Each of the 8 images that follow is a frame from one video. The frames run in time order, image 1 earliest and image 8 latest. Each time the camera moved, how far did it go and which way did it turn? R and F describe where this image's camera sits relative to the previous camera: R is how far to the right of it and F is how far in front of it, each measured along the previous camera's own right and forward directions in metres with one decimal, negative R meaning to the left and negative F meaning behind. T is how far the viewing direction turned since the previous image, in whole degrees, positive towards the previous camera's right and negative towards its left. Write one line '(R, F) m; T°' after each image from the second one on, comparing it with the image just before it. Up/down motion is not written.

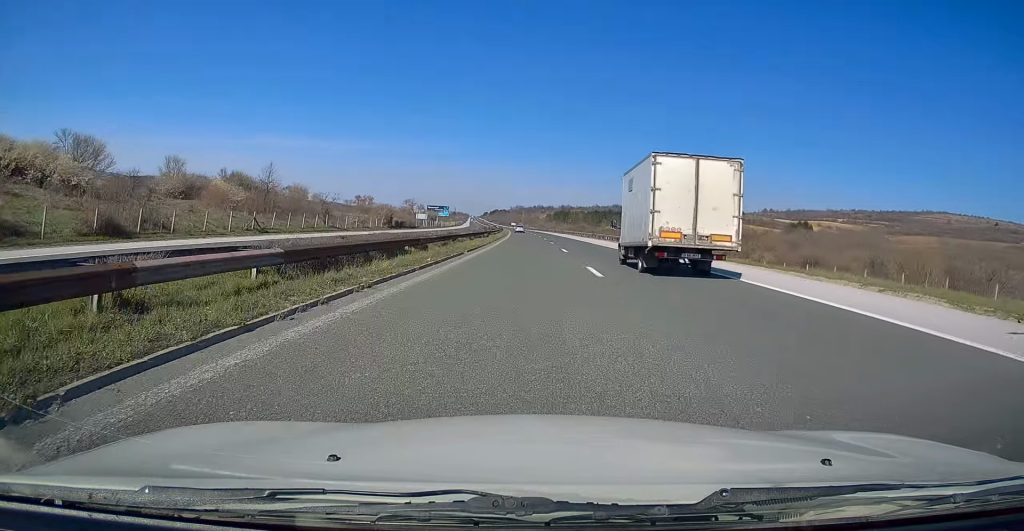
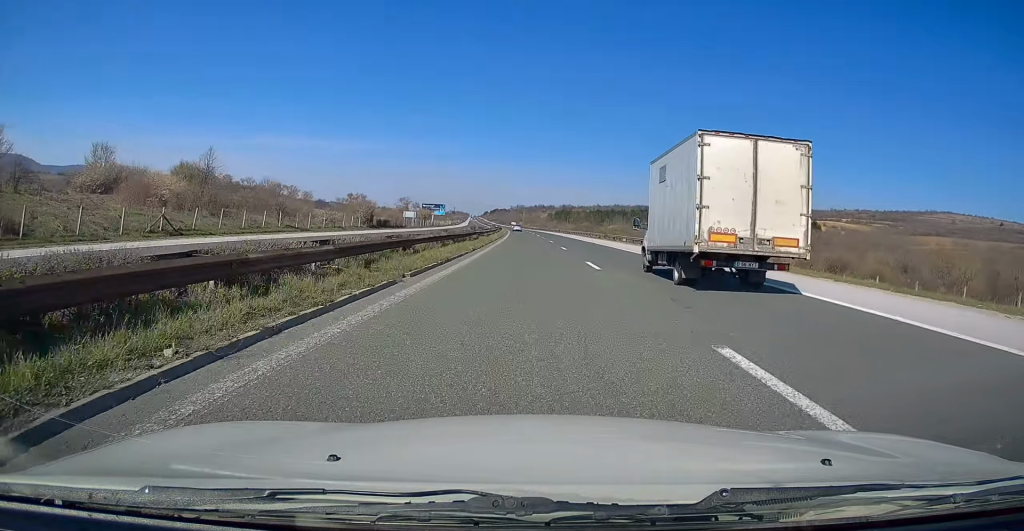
(0.0, +13.3) m; 0°
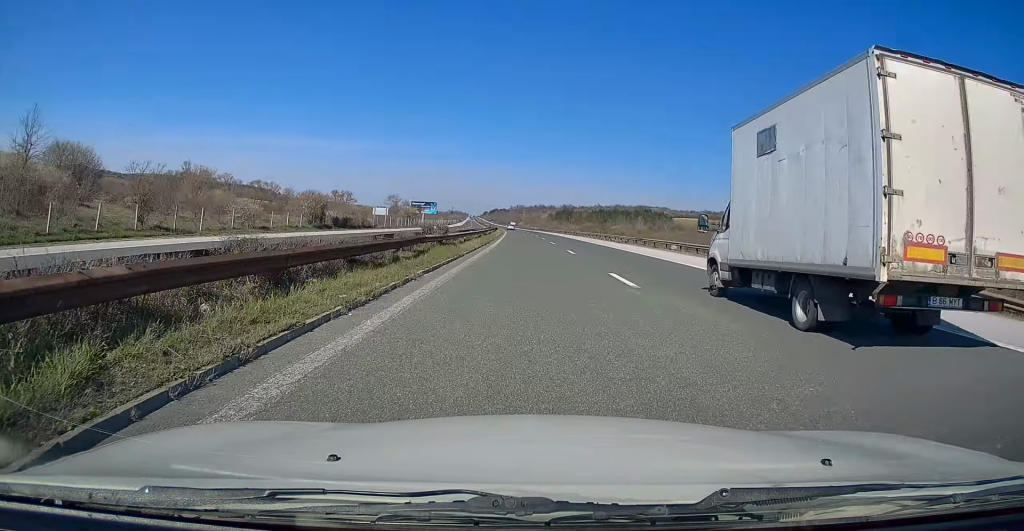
(-0.2, +21.5) m; 0°
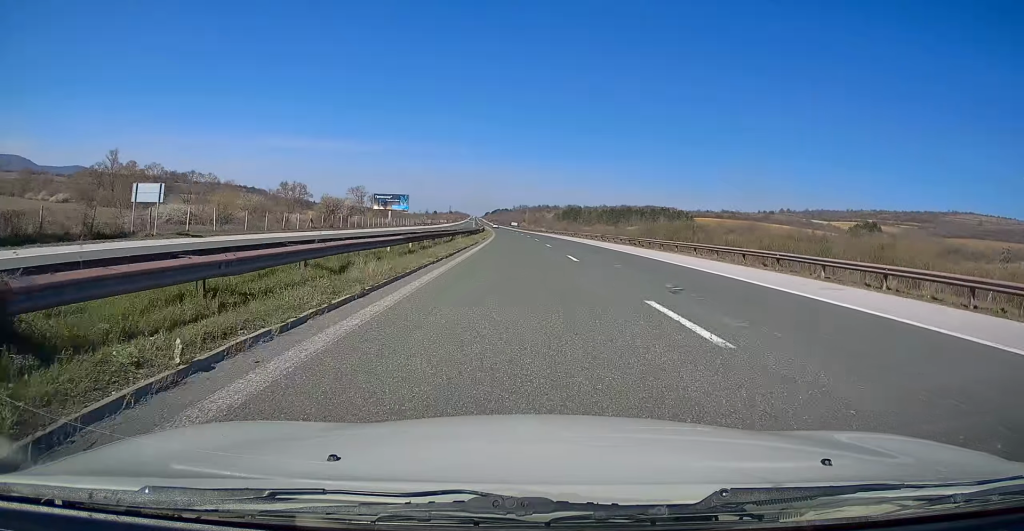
(-0.5, +54.7) m; -1°
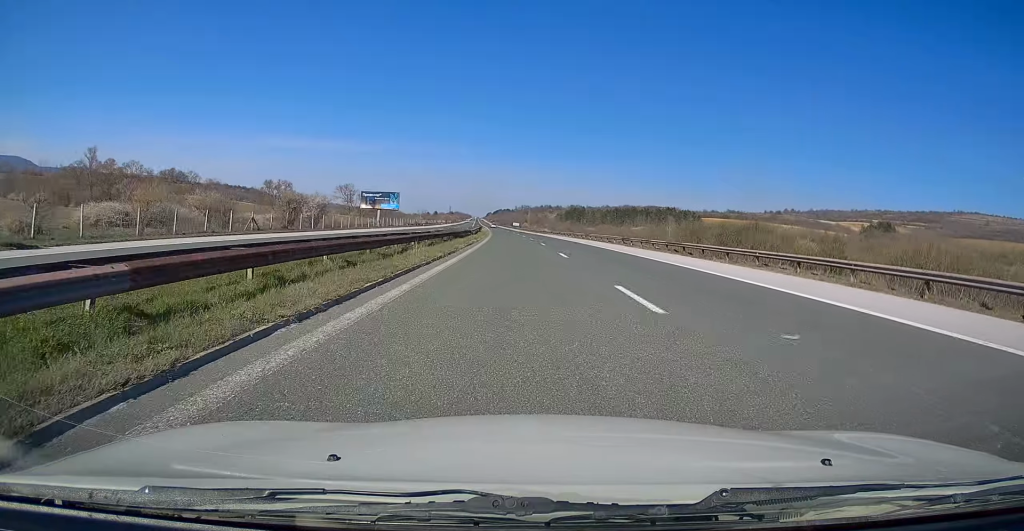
(-0.1, +13.4) m; 0°
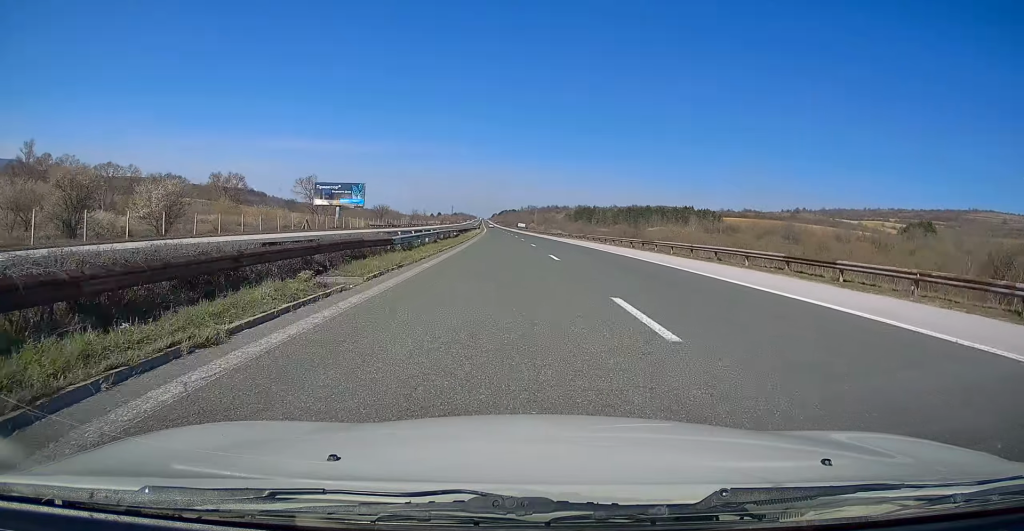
(+0.2, +34.2) m; 0°
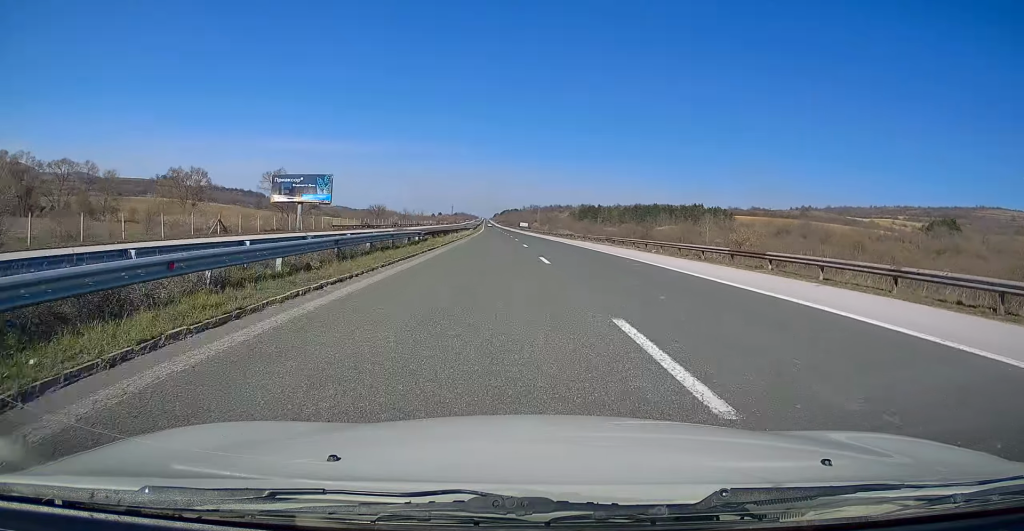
(-0.1, +18.7) m; -1°
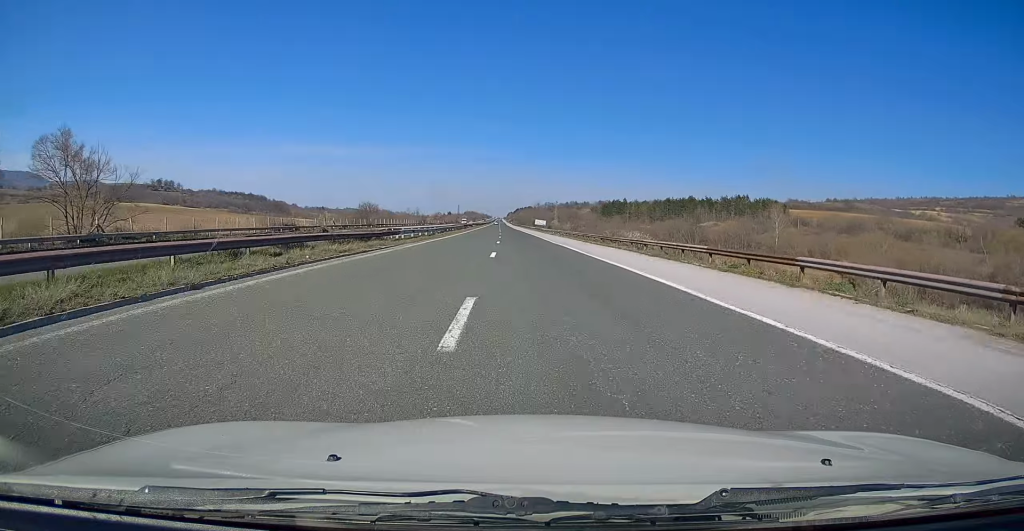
(-0.4, +62.5) m; -1°
